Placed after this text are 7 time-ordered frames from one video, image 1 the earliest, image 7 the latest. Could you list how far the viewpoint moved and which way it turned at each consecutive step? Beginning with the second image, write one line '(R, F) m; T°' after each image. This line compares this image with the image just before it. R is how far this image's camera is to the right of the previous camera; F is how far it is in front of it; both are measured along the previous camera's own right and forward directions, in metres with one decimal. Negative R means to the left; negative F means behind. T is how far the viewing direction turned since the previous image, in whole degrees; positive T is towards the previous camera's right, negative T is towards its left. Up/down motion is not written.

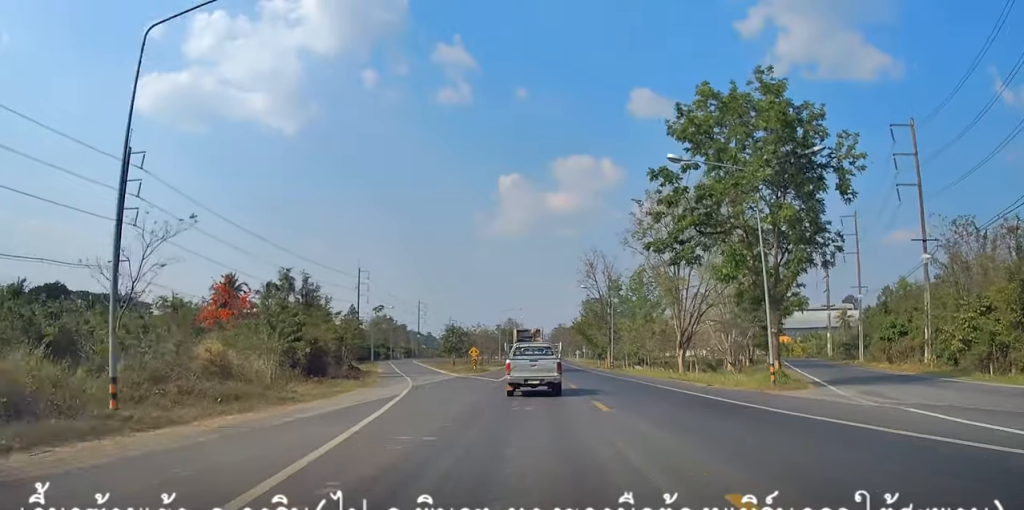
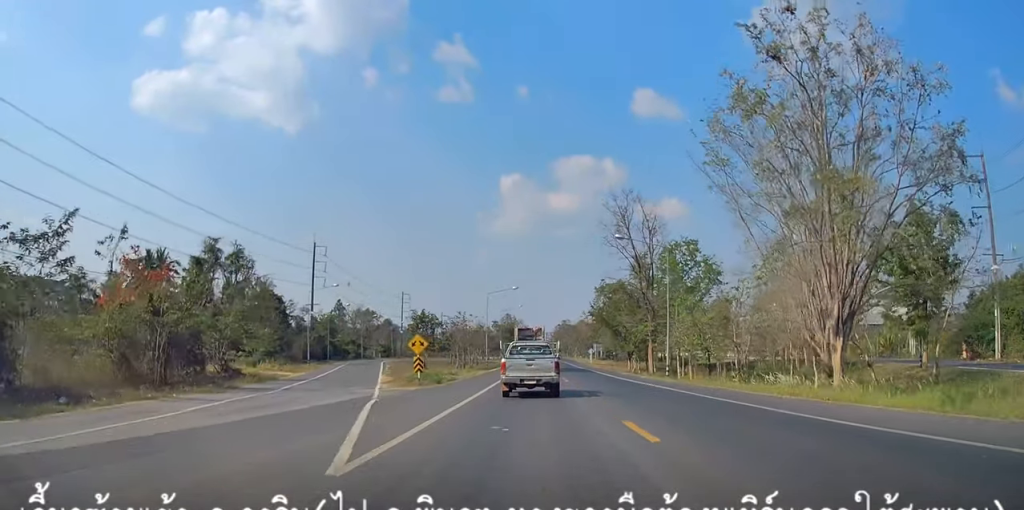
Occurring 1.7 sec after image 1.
(+0.3, +28.7) m; 0°
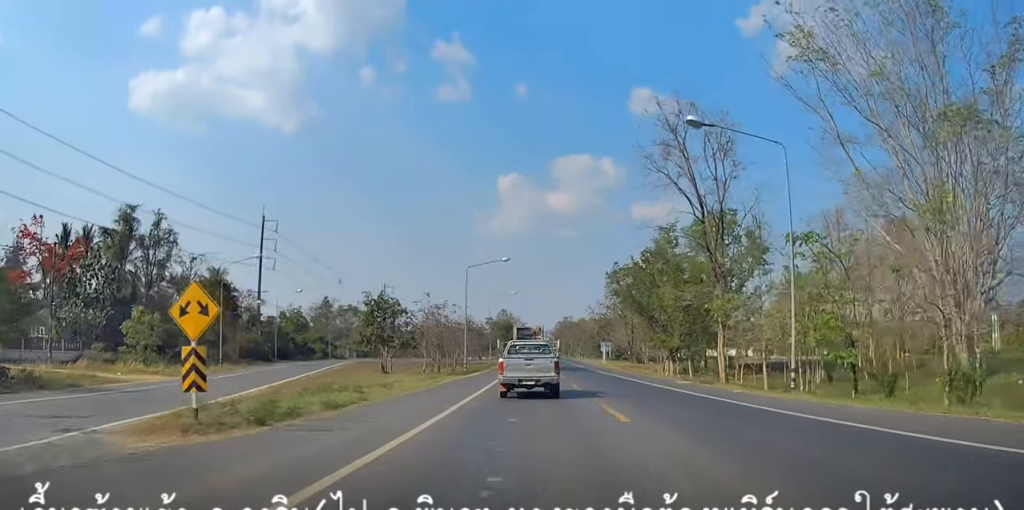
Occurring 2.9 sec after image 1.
(-0.3, +21.2) m; 0°
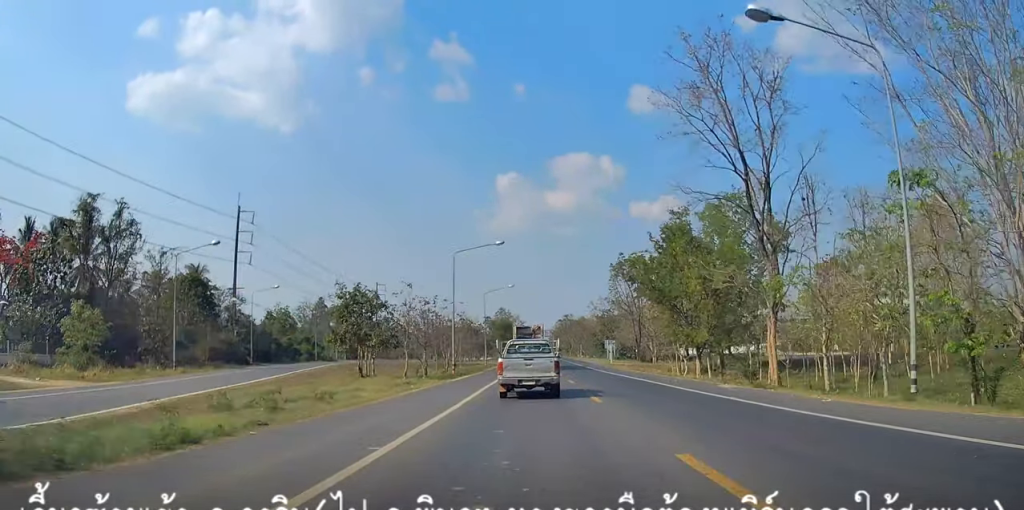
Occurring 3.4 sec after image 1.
(+0.4, +7.1) m; 0°
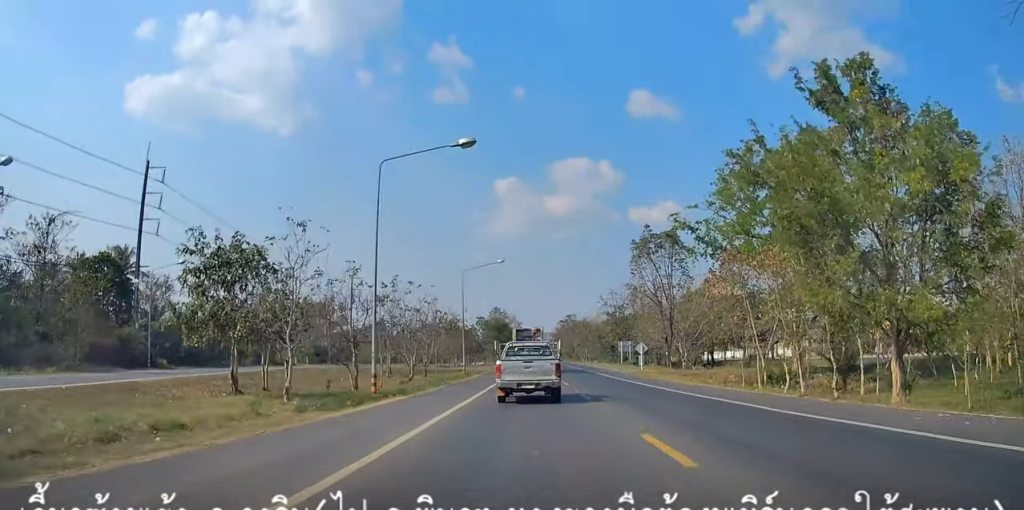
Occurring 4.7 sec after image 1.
(-0.7, +22.1) m; 0°
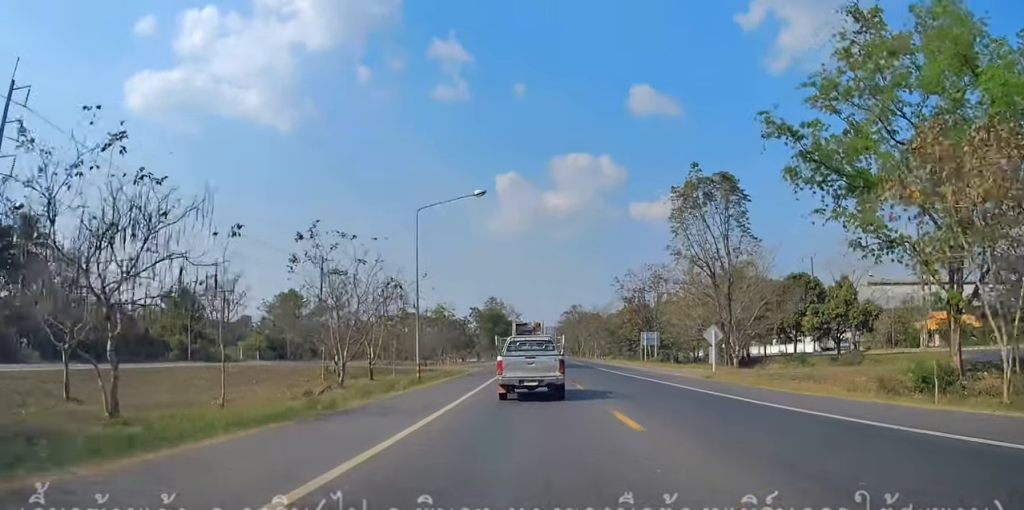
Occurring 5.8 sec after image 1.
(+1.0, +20.7) m; +2°
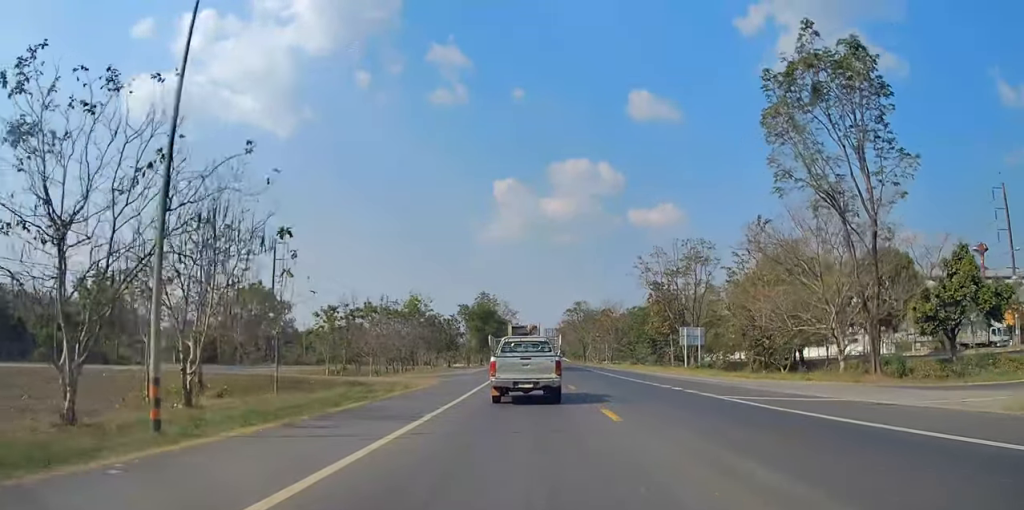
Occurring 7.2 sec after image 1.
(-0.8, +23.5) m; -2°
